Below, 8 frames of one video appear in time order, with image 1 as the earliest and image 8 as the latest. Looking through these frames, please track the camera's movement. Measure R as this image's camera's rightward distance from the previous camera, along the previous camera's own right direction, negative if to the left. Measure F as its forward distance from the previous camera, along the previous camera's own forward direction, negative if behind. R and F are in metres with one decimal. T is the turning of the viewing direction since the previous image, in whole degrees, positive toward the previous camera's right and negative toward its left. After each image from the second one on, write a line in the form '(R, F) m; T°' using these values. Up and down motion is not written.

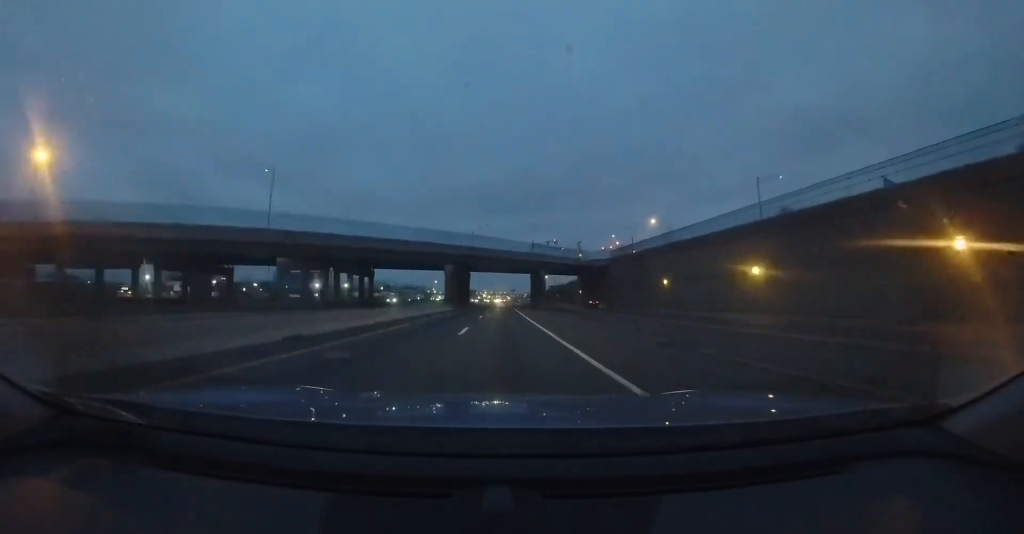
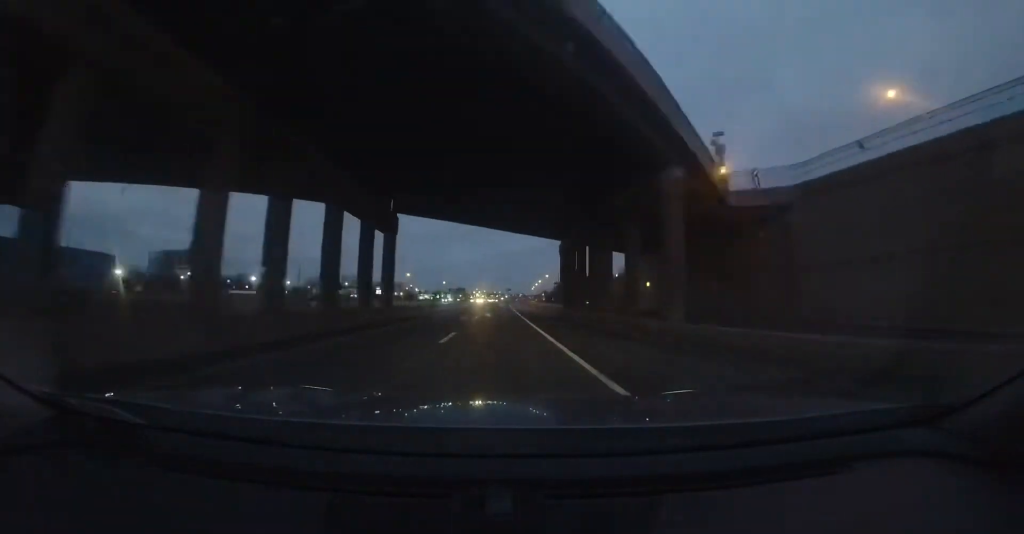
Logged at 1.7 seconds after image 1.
(+1.1, +50.1) m; +1°
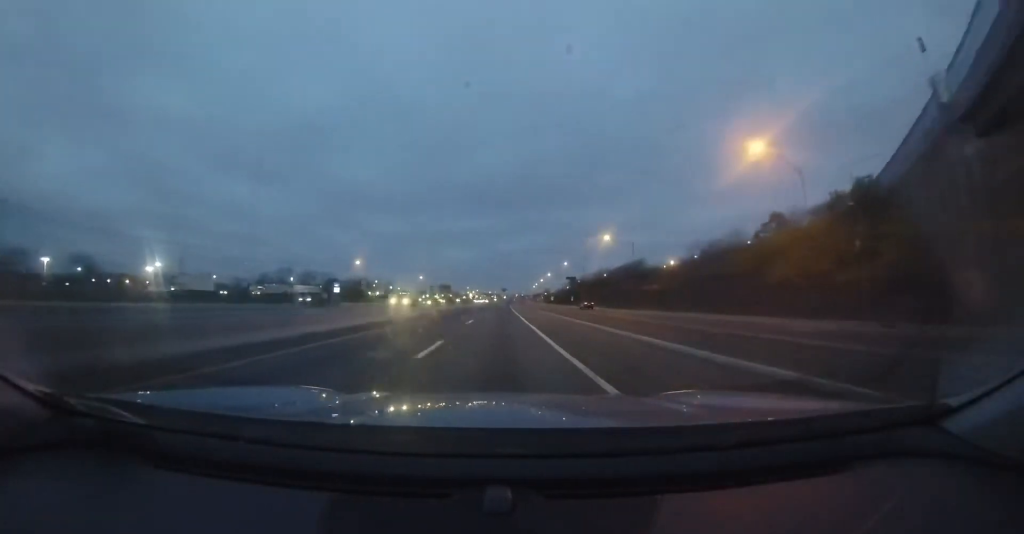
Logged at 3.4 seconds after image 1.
(+0.2, +50.3) m; +2°
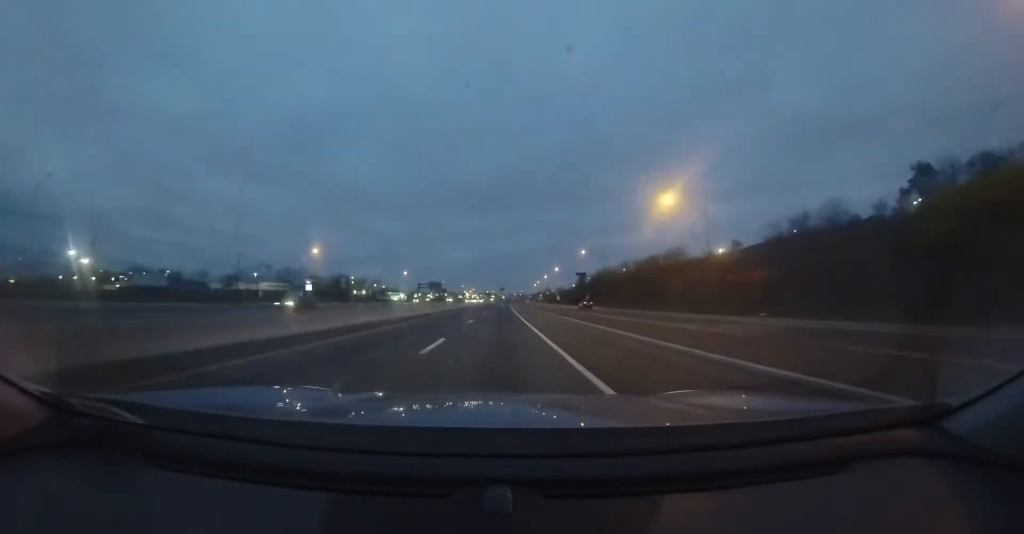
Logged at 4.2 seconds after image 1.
(+0.5, +22.8) m; +1°
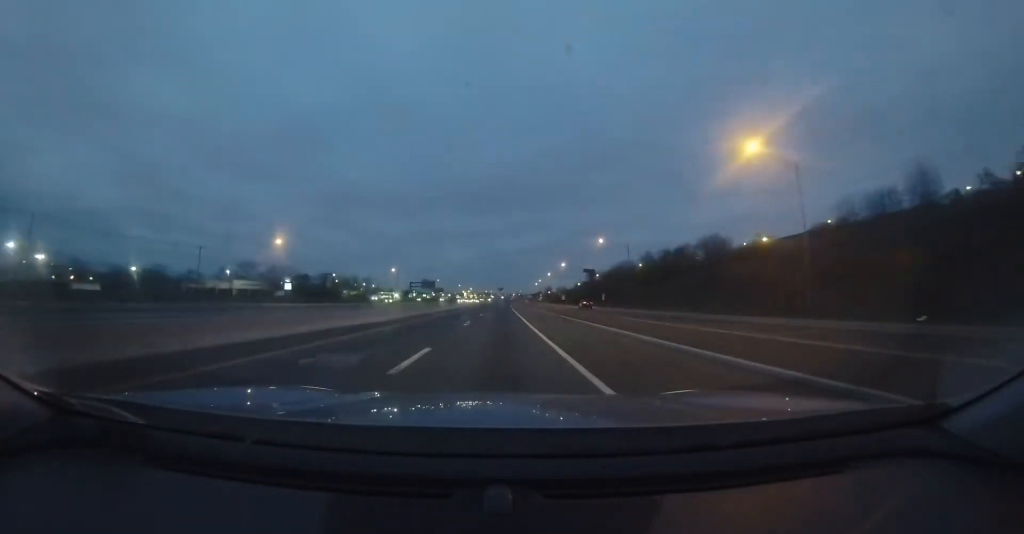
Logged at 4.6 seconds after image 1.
(0.0, +14.0) m; 0°
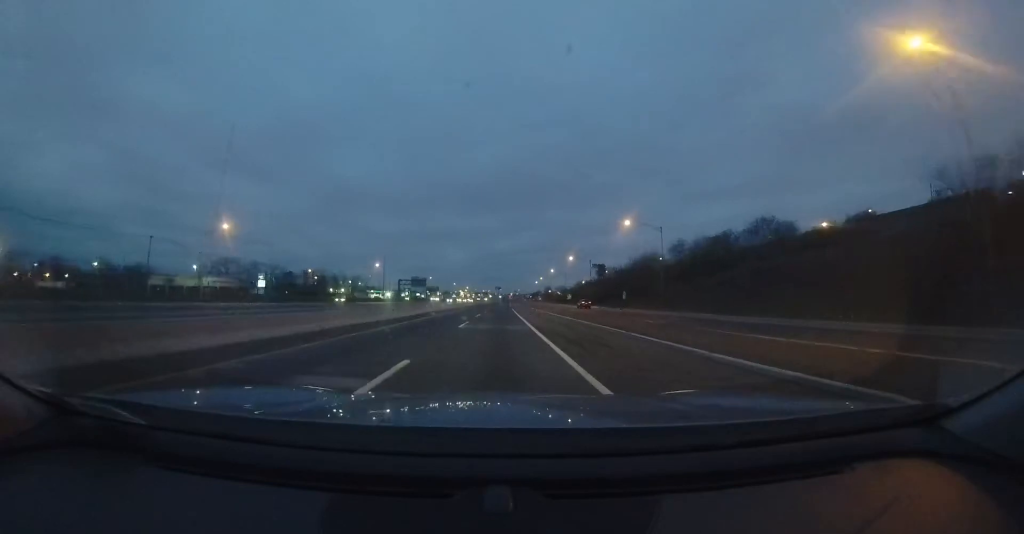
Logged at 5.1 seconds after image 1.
(+0.1, +14.0) m; 0°
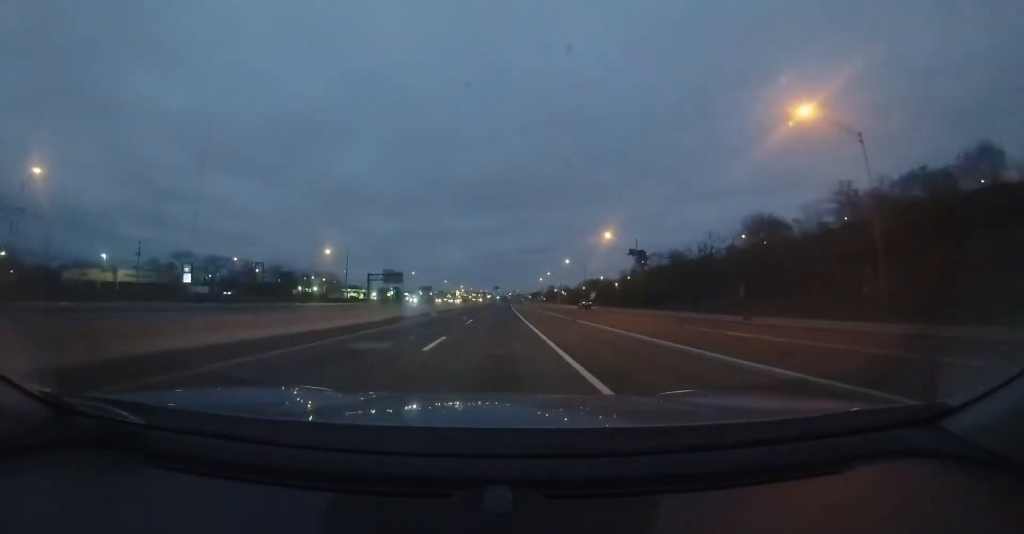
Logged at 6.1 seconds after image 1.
(-0.3, +31.6) m; +1°
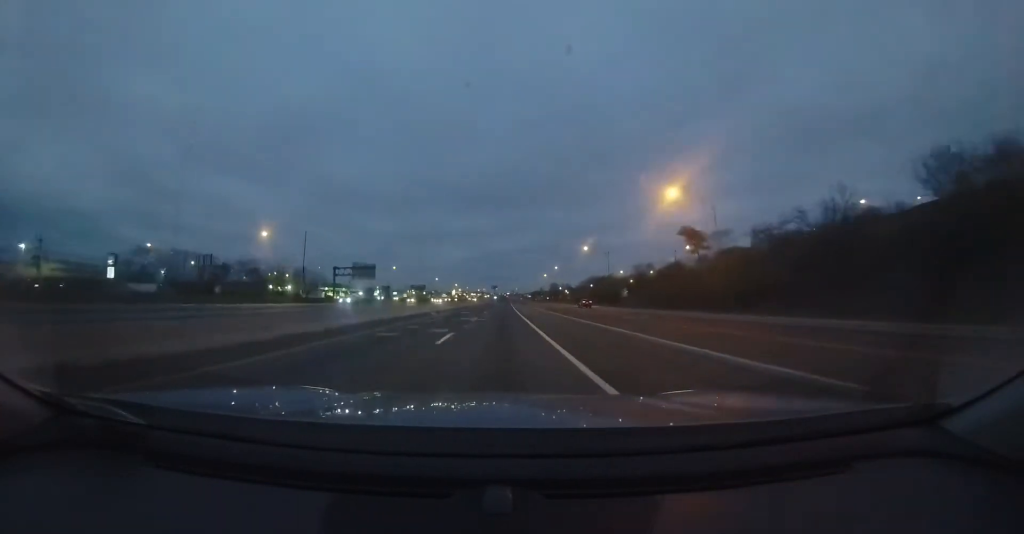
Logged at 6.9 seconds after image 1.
(+0.5, +22.7) m; +1°
